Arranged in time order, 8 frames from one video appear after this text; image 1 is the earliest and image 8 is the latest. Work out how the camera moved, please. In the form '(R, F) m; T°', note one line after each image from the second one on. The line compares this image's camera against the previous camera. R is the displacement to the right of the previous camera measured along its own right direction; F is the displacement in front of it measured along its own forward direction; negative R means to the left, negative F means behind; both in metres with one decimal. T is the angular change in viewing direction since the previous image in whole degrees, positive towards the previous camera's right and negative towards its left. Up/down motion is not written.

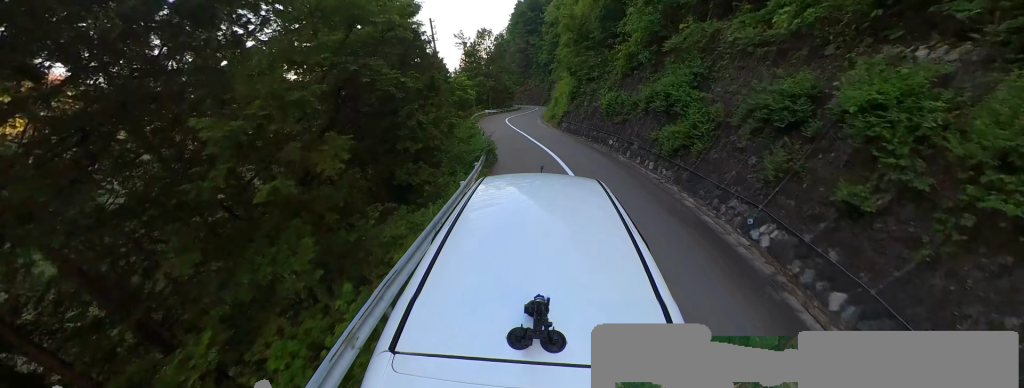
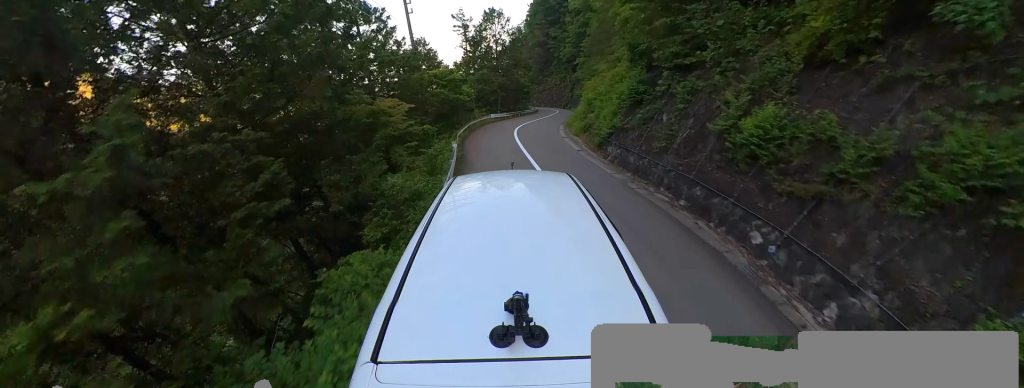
(-0.8, +9.0) m; -11°
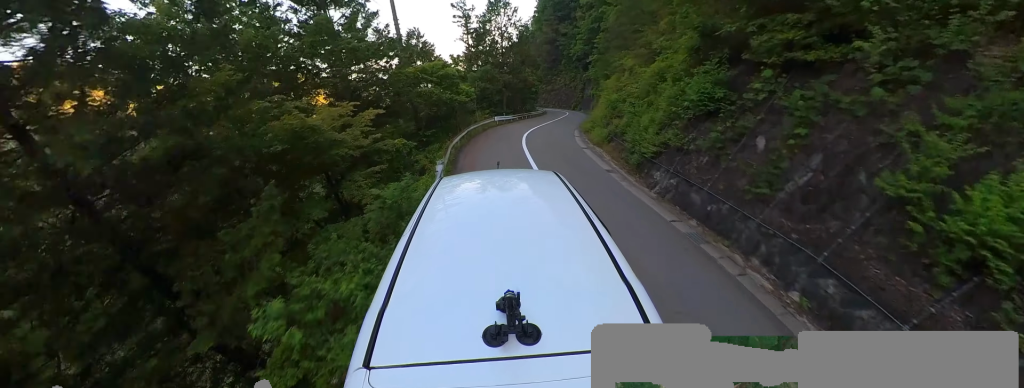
(-0.3, +3.7) m; -3°
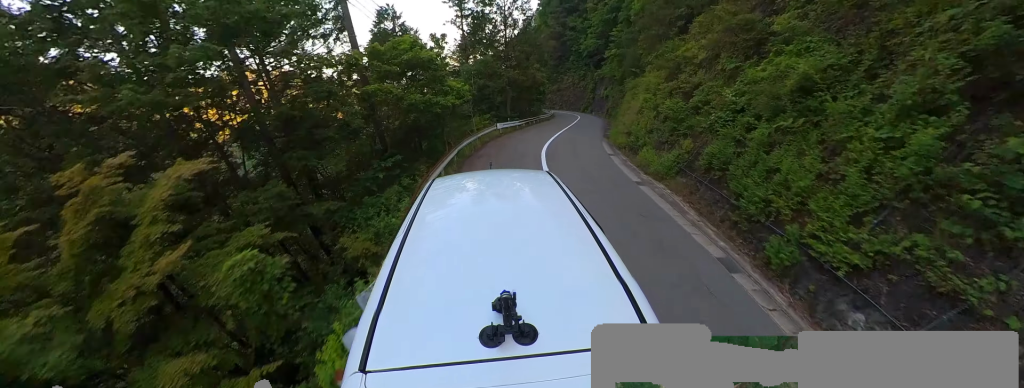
(-0.1, +6.5) m; +4°
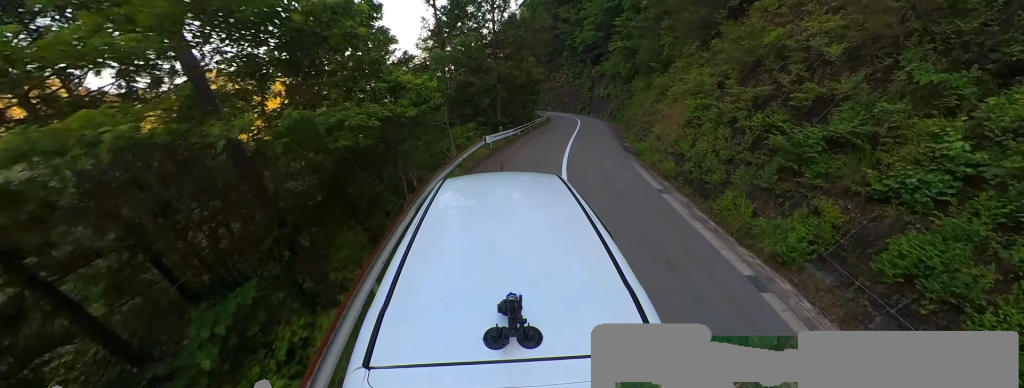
(+0.4, +6.3) m; -1°
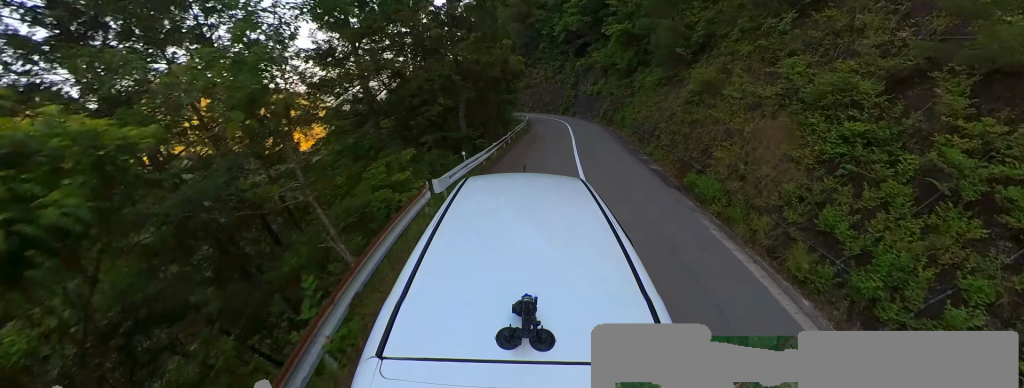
(-0.1, +7.5) m; +10°
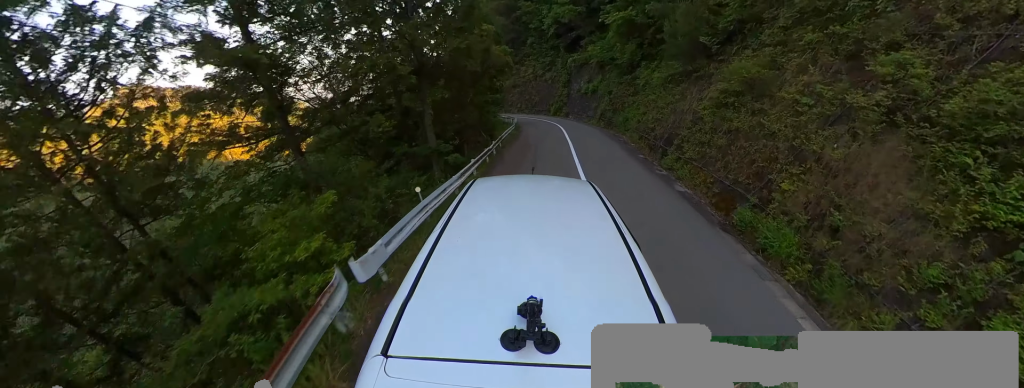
(-1.2, +3.2) m; +12°
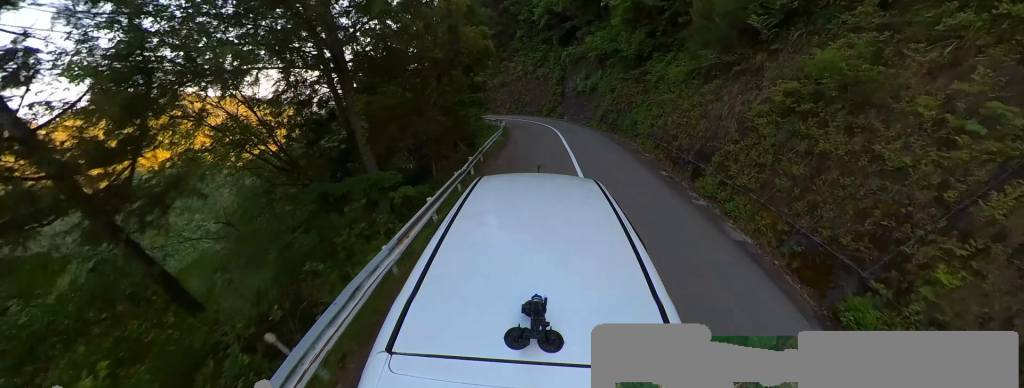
(+0.6, +3.4) m; +8°
